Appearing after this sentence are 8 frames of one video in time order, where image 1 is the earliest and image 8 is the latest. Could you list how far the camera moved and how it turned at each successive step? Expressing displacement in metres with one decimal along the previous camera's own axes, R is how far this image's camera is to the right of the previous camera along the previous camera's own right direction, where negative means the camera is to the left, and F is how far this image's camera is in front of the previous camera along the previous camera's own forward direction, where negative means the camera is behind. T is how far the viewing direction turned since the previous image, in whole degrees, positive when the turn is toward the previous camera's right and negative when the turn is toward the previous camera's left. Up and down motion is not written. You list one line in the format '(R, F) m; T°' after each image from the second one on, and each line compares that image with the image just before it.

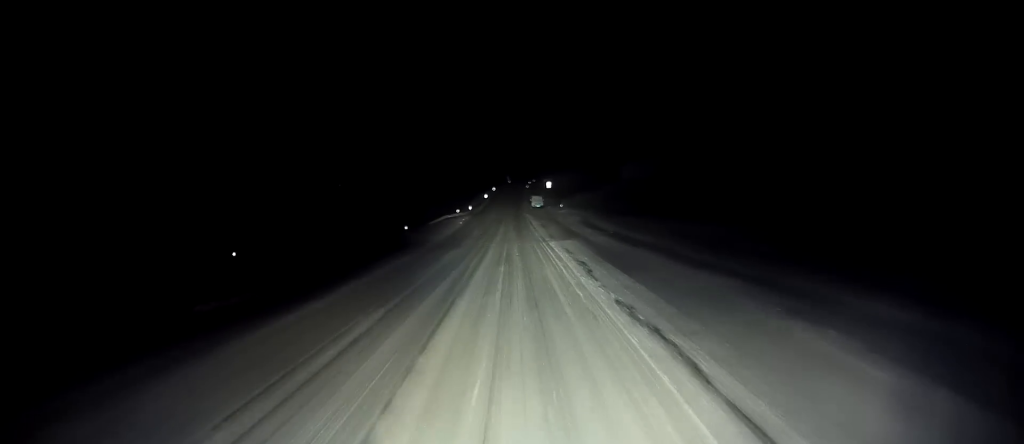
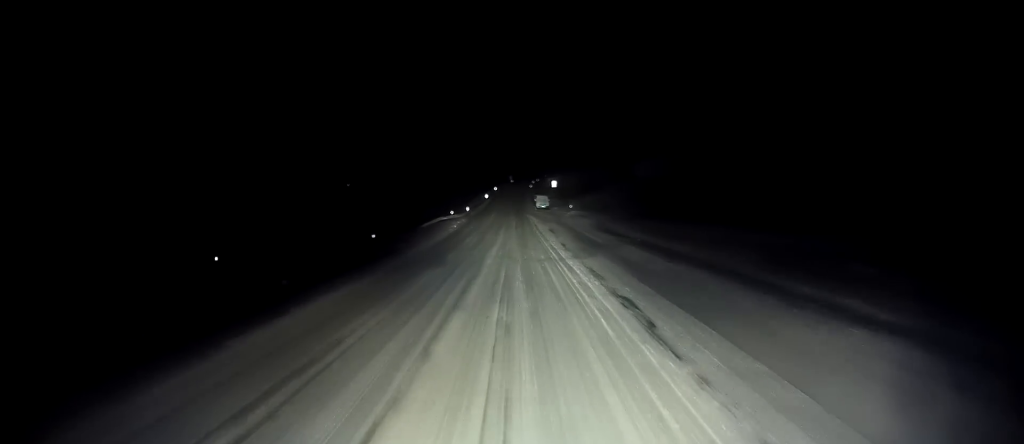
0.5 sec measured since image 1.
(0.0, +8.3) m; 0°
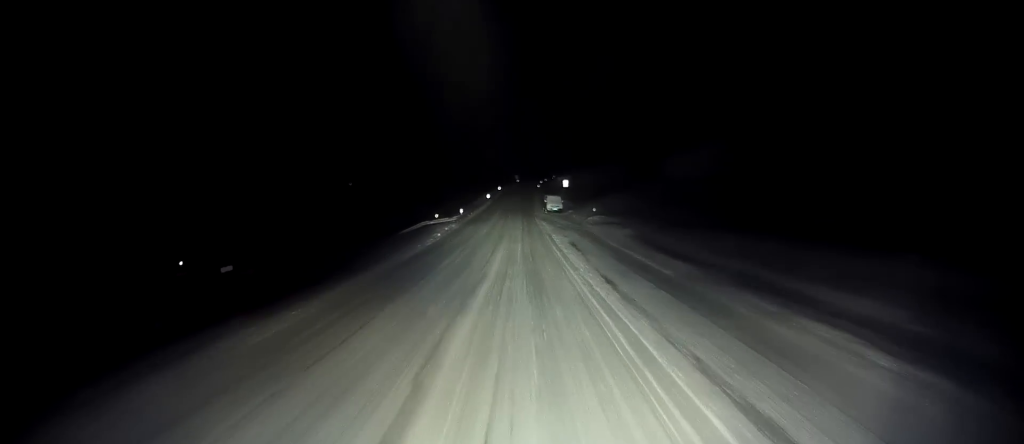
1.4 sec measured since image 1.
(0.0, +14.6) m; 0°
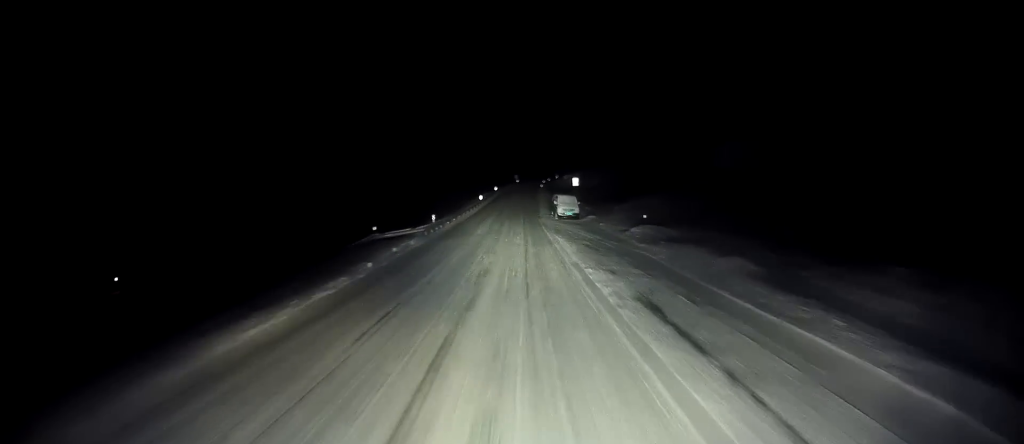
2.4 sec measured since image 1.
(0.0, +17.7) m; 0°
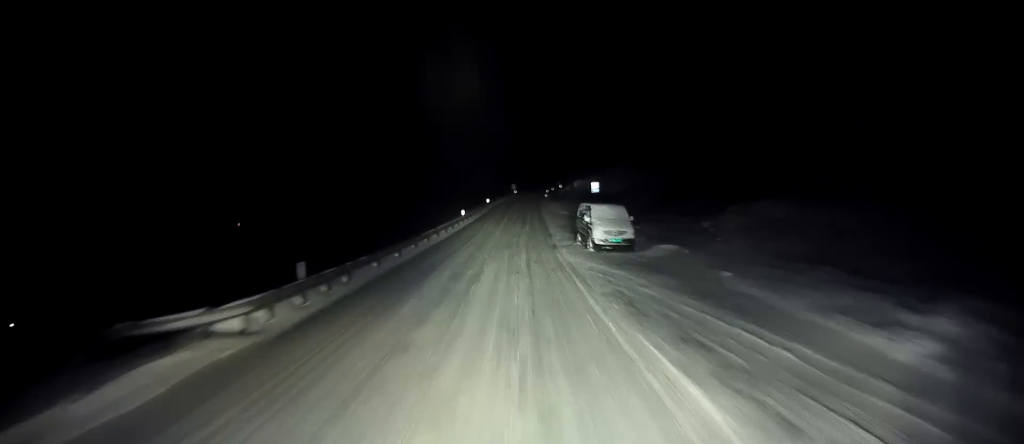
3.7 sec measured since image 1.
(-0.1, +23.4) m; 0°
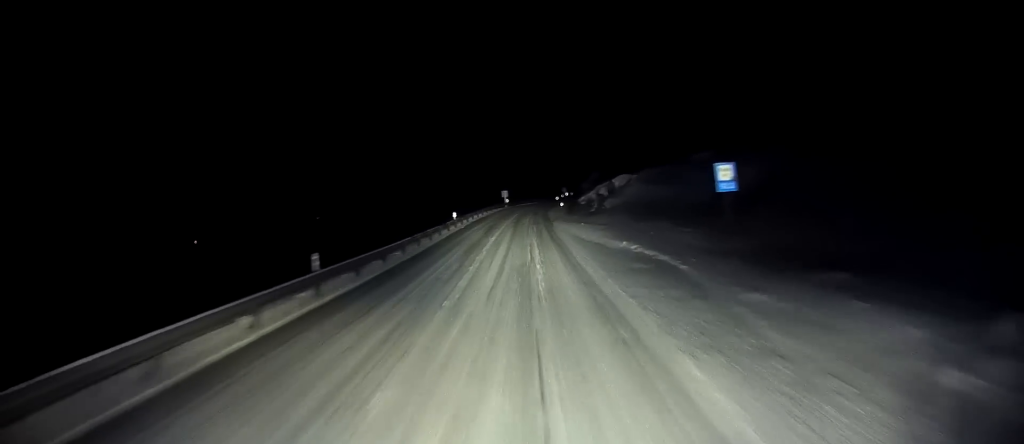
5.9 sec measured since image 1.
(+0.2, +38.5) m; +1°
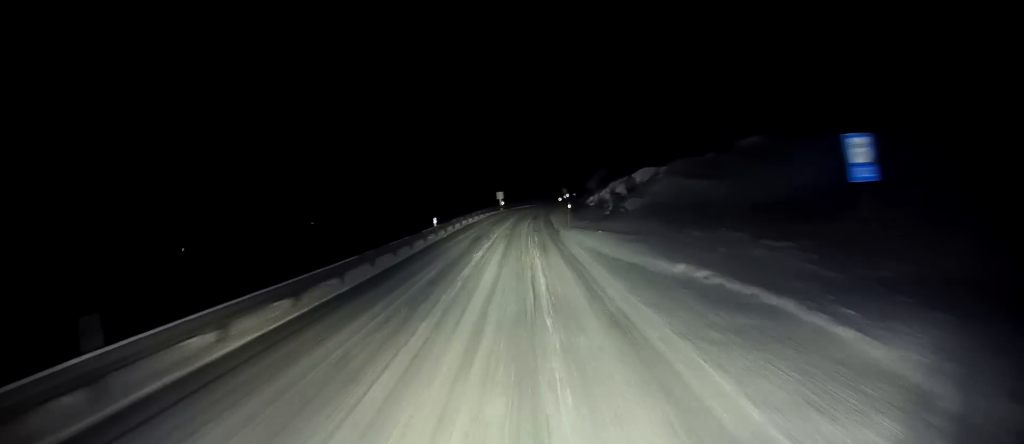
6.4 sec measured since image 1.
(0.0, +9.2) m; 0°
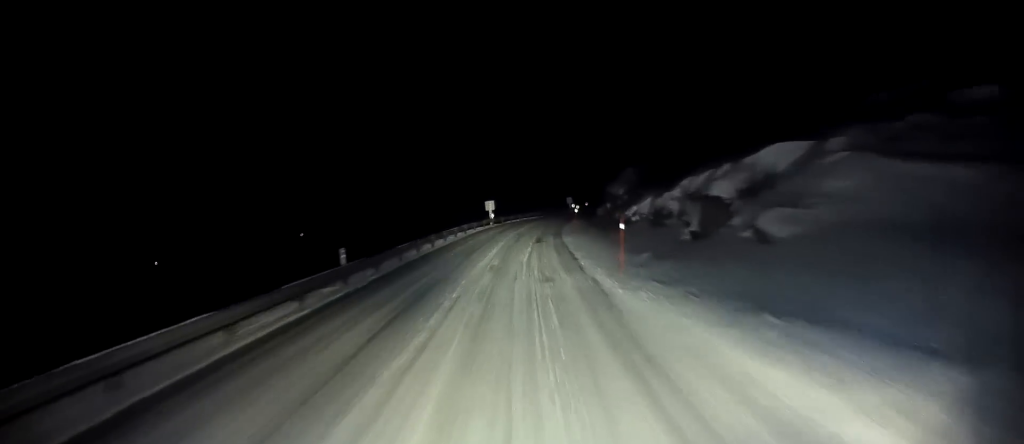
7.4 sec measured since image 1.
(0.0, +19.5) m; 0°
